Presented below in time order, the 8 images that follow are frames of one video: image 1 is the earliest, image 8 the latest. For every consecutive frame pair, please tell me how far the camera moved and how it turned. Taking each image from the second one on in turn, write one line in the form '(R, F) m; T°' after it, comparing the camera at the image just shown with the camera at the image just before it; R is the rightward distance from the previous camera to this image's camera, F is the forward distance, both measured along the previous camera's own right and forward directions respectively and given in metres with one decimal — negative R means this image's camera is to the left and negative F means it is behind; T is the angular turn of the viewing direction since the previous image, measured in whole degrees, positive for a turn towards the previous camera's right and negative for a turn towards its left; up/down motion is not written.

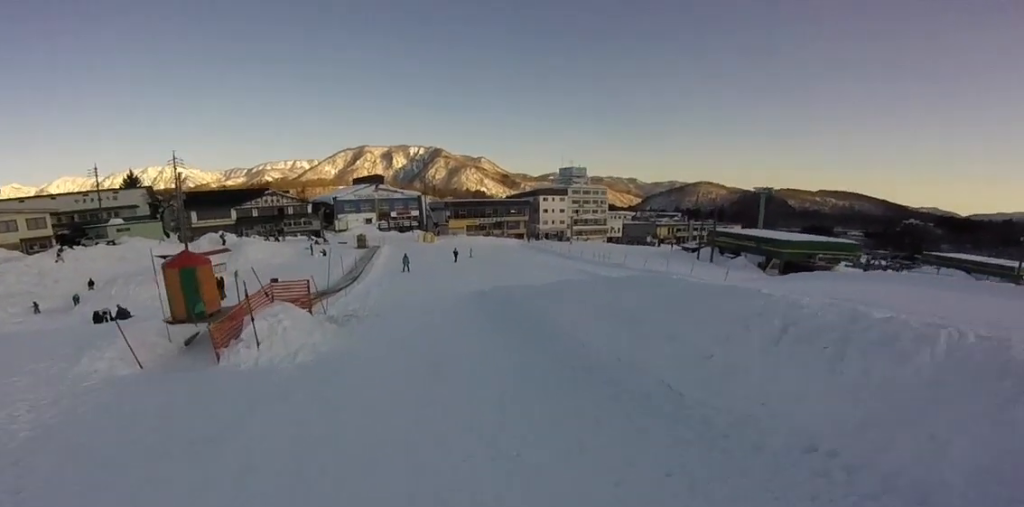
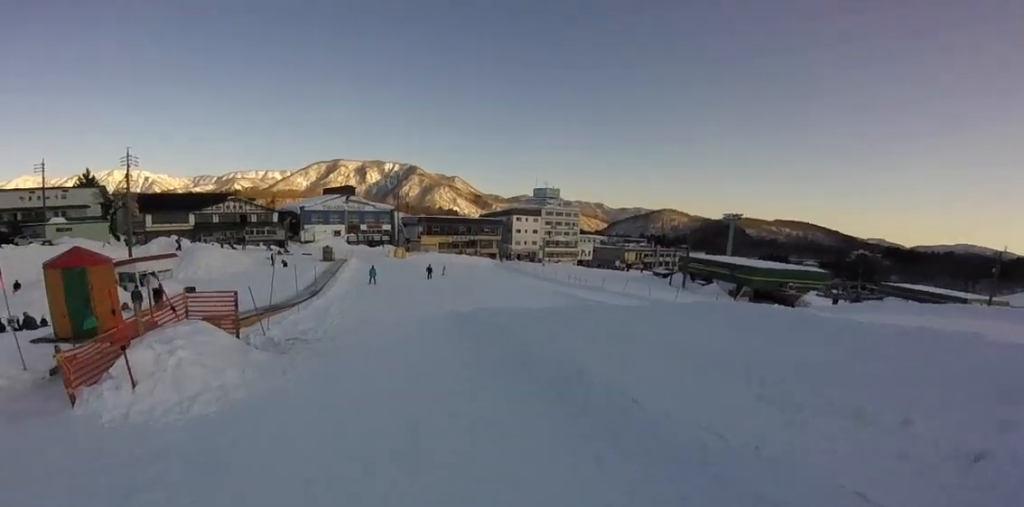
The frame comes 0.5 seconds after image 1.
(0.0, +3.6) m; 0°
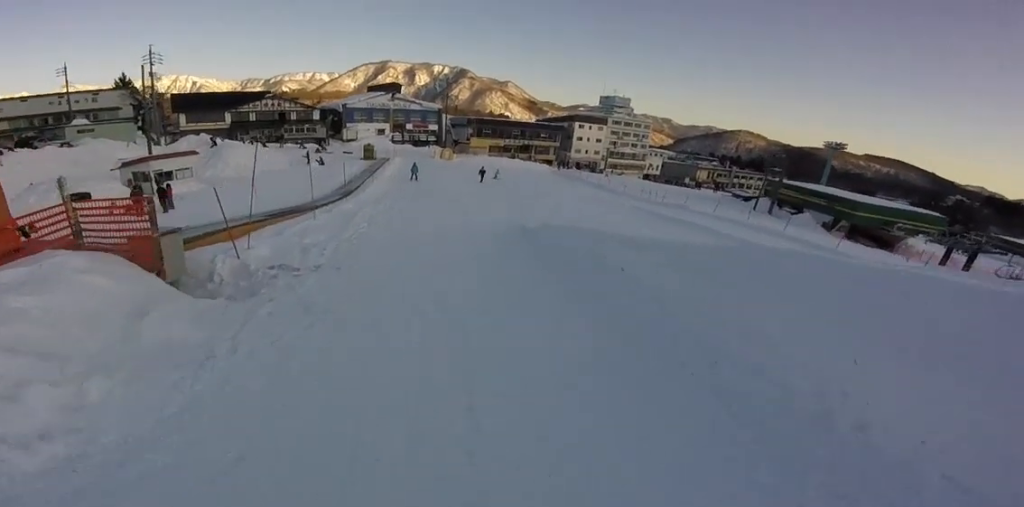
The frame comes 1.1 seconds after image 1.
(0.0, +4.8) m; 0°
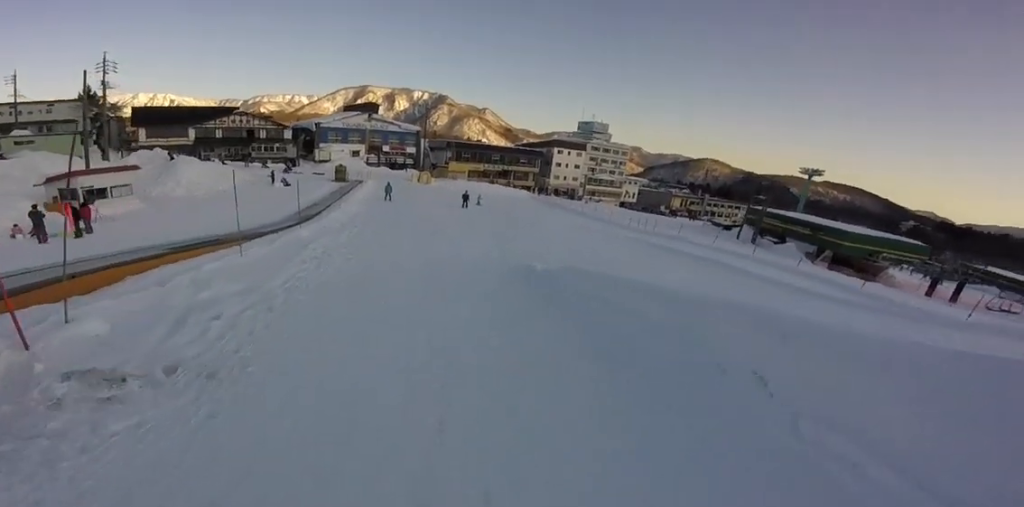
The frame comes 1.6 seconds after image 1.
(0.0, +4.2) m; 0°
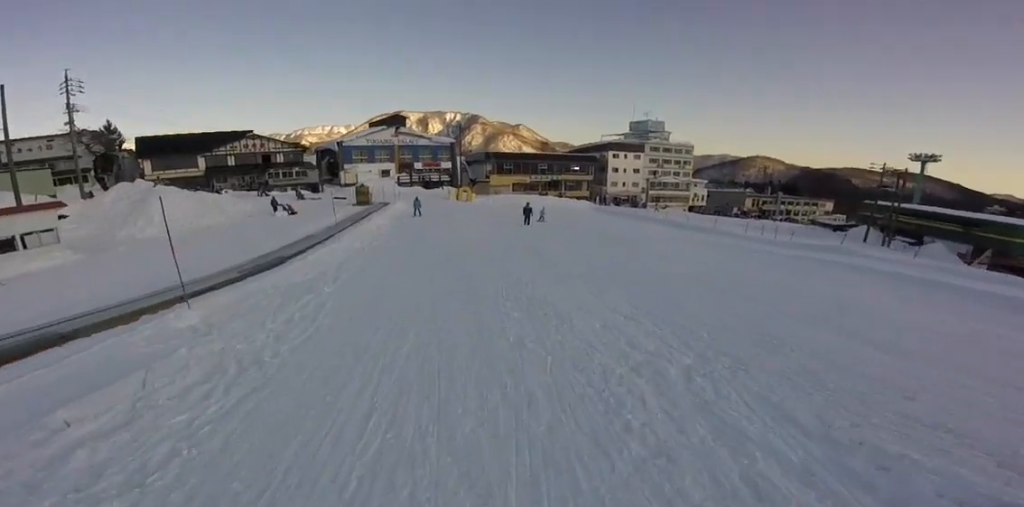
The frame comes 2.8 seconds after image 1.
(0.0, +10.2) m; 0°
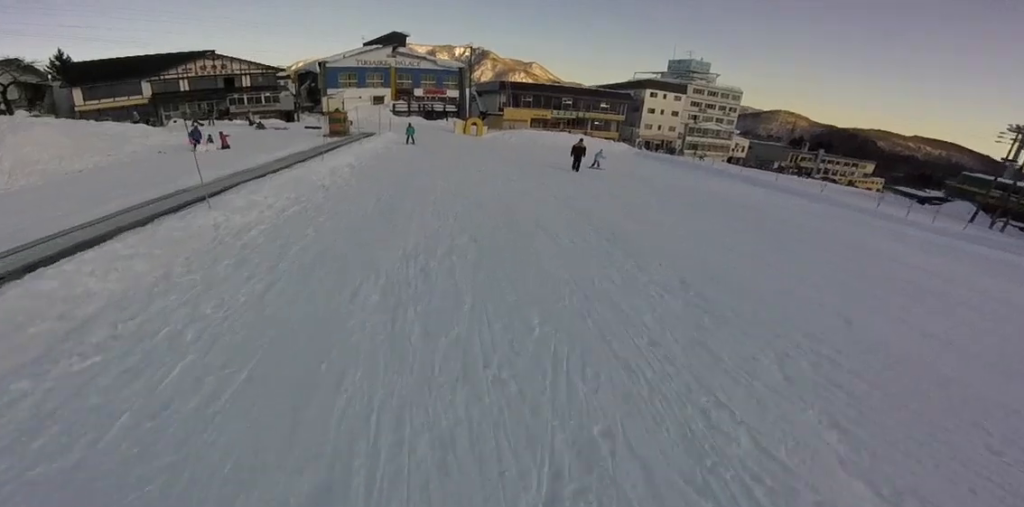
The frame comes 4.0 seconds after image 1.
(0.0, +9.3) m; +1°
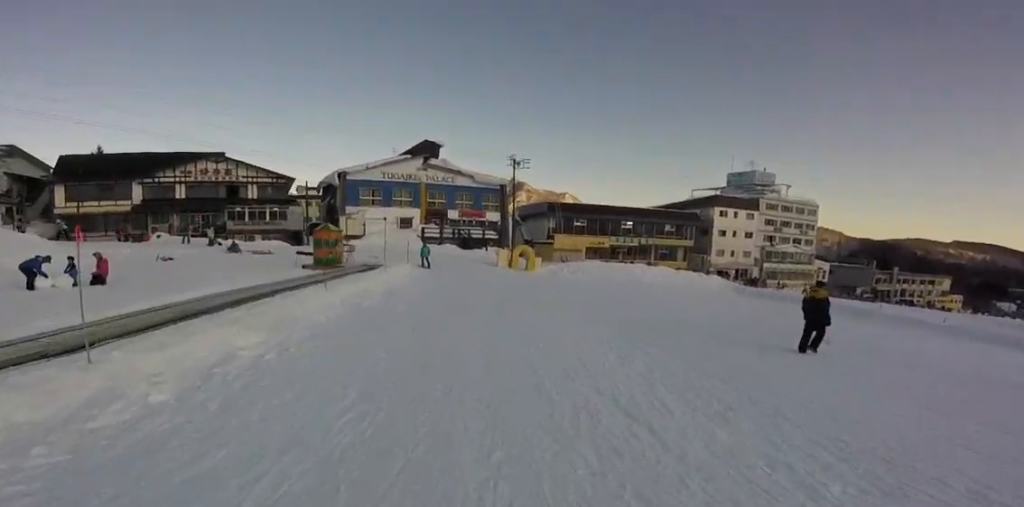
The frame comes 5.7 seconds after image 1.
(+0.5, +11.7) m; -9°
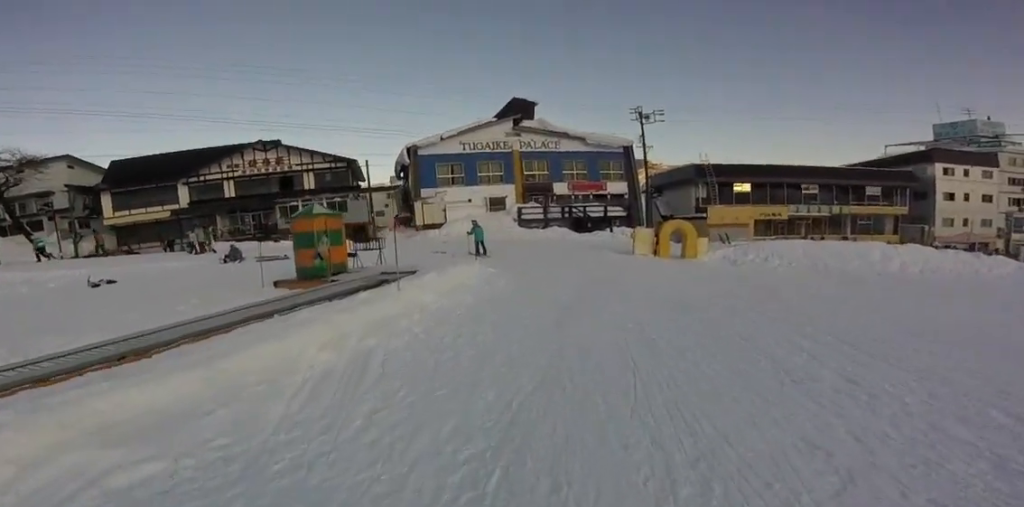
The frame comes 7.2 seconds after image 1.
(-2.4, +9.2) m; -16°
